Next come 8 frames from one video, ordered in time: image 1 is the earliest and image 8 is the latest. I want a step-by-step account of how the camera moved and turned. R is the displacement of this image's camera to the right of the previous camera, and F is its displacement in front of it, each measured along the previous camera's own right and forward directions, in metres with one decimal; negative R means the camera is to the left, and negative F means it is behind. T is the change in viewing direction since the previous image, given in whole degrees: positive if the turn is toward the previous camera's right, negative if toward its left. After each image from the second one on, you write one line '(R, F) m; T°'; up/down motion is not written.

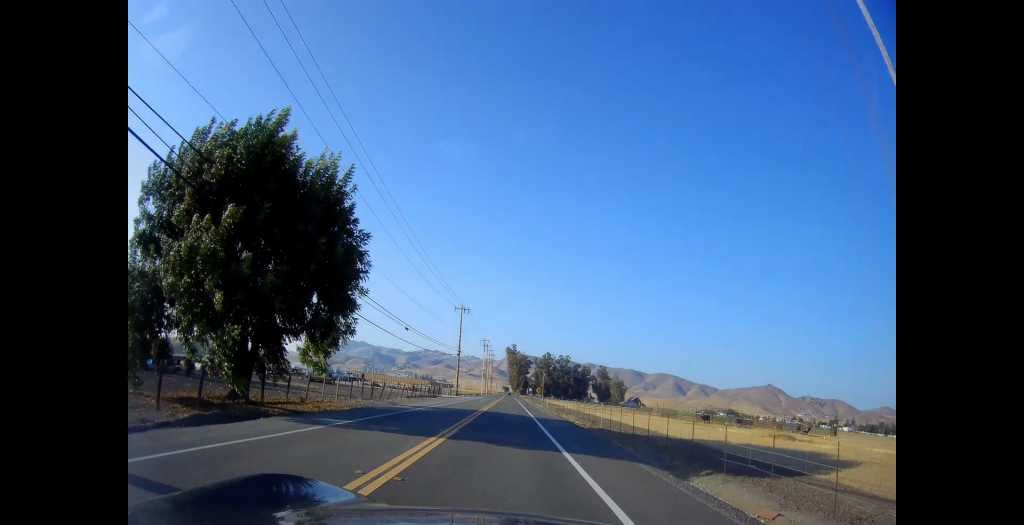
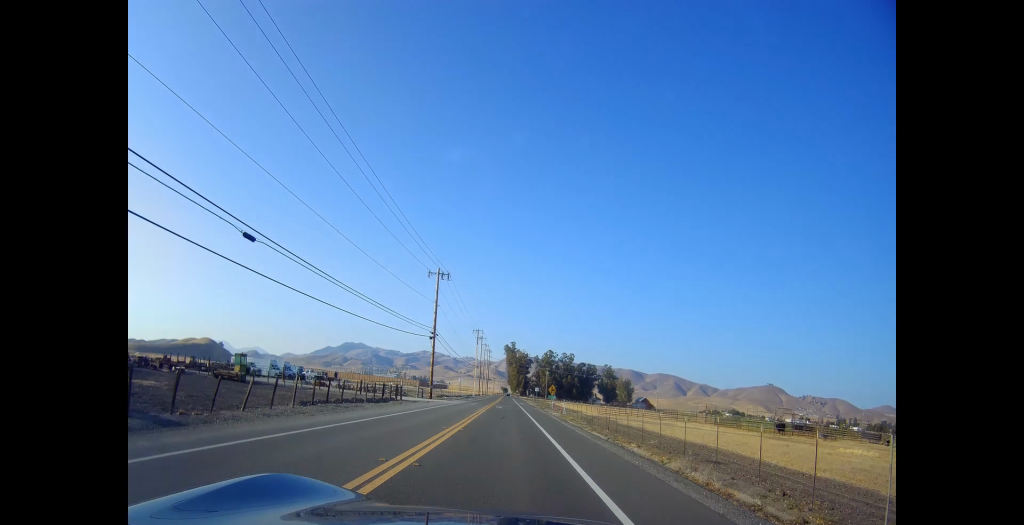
(0.0, +29.0) m; 0°
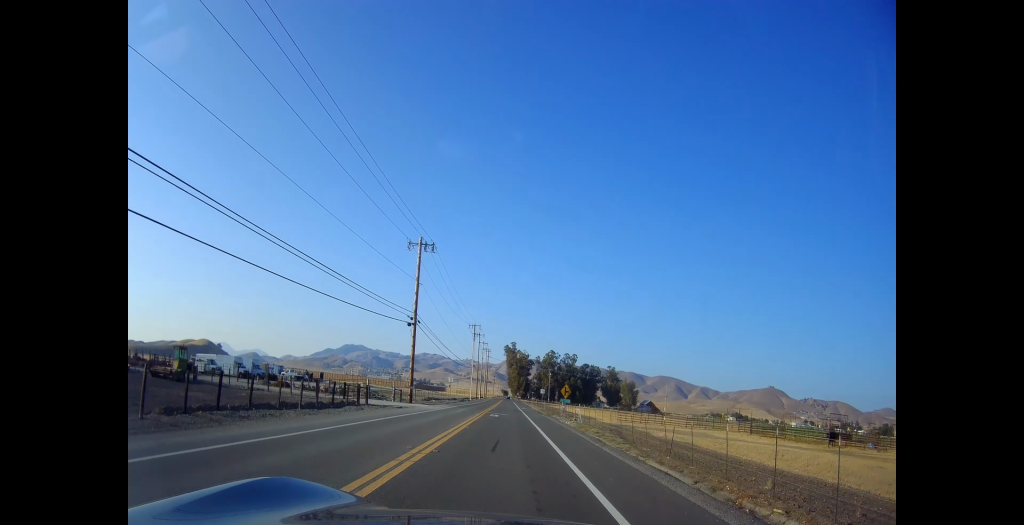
(0.0, +13.0) m; 0°
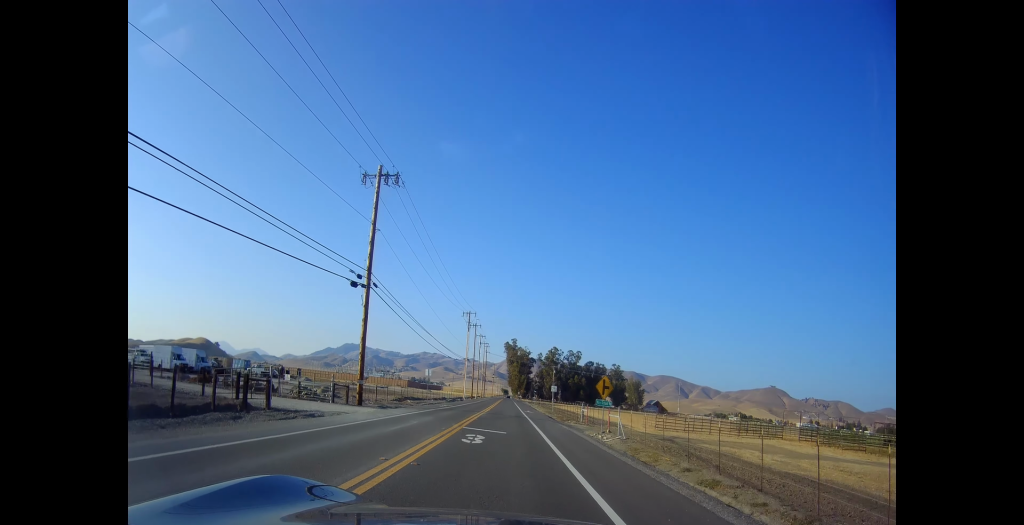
(0.0, +17.4) m; 0°
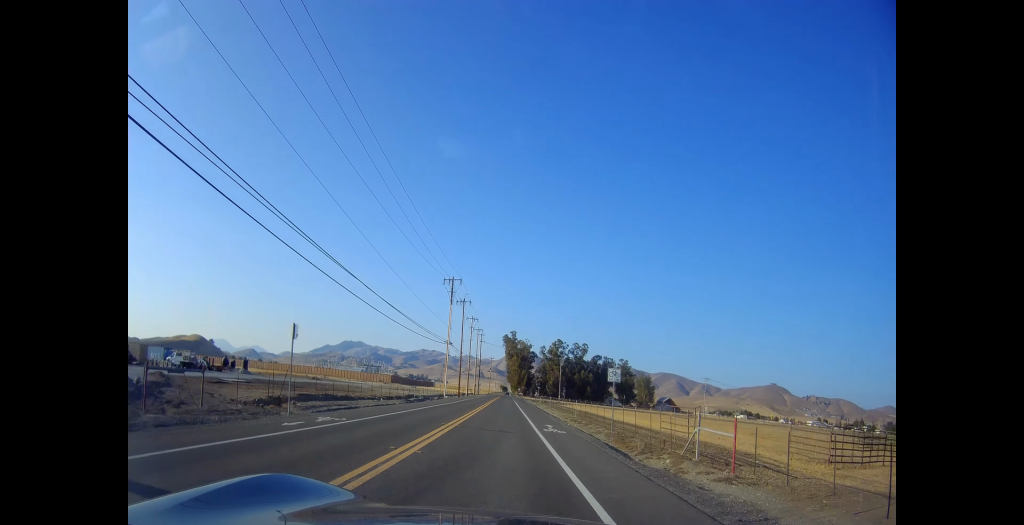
(0.0, +29.4) m; 0°
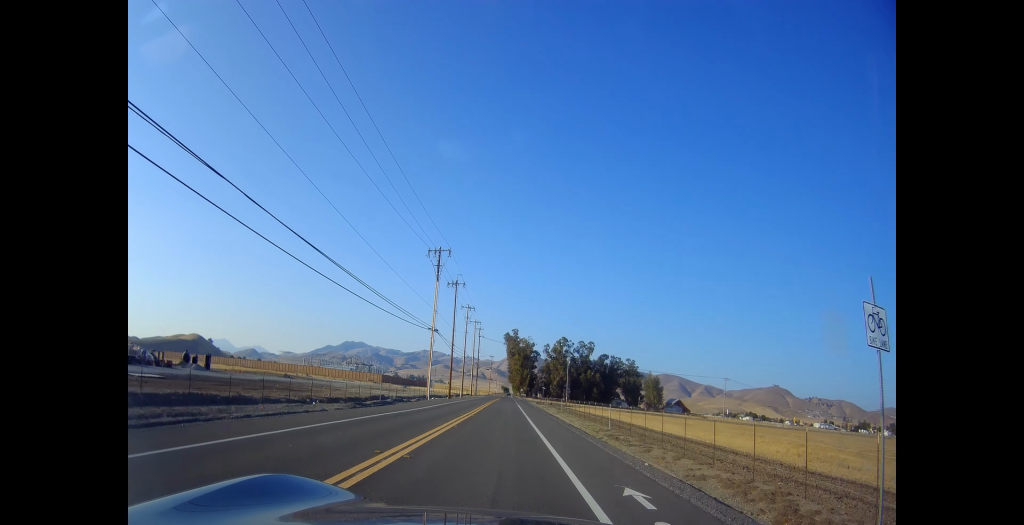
(0.0, +16.3) m; 0°
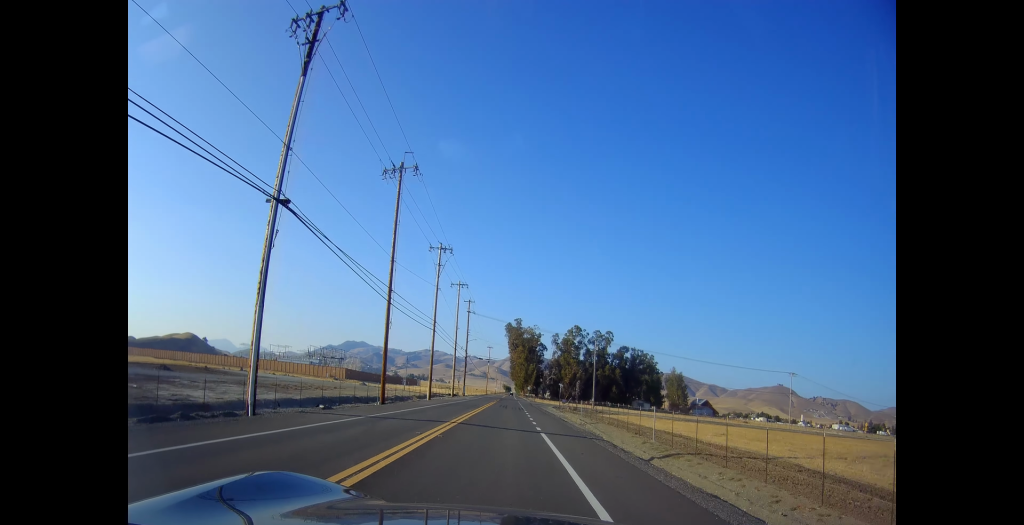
(0.0, +42.0) m; -1°
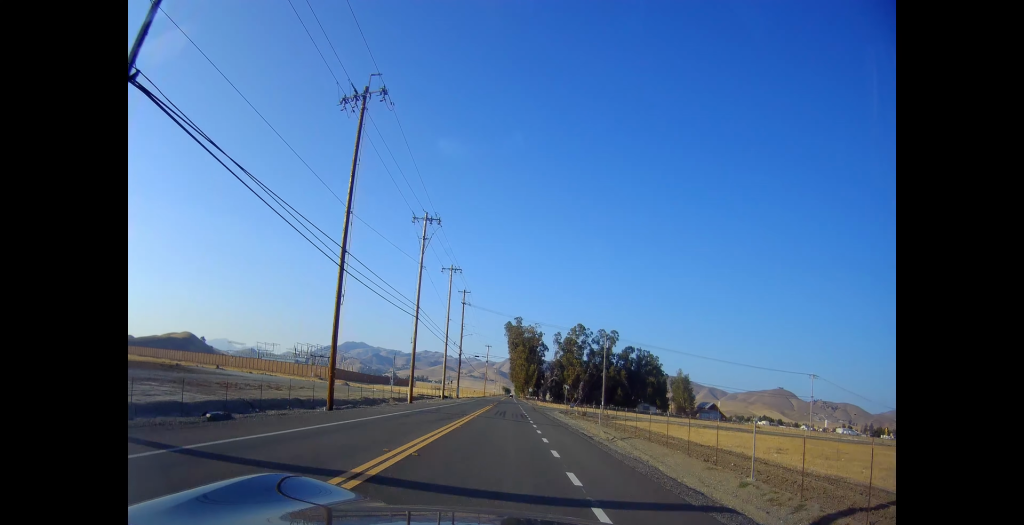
(0.0, +10.8) m; 0°
